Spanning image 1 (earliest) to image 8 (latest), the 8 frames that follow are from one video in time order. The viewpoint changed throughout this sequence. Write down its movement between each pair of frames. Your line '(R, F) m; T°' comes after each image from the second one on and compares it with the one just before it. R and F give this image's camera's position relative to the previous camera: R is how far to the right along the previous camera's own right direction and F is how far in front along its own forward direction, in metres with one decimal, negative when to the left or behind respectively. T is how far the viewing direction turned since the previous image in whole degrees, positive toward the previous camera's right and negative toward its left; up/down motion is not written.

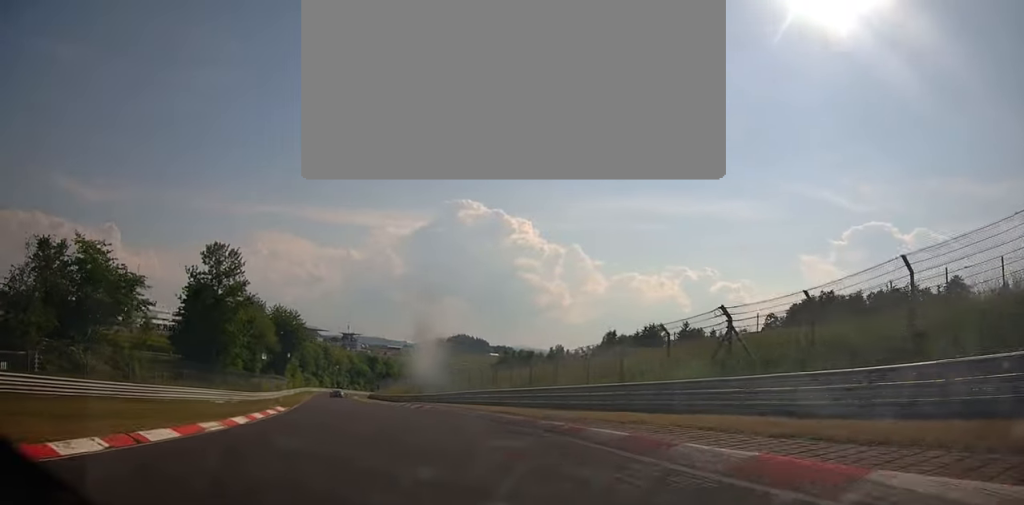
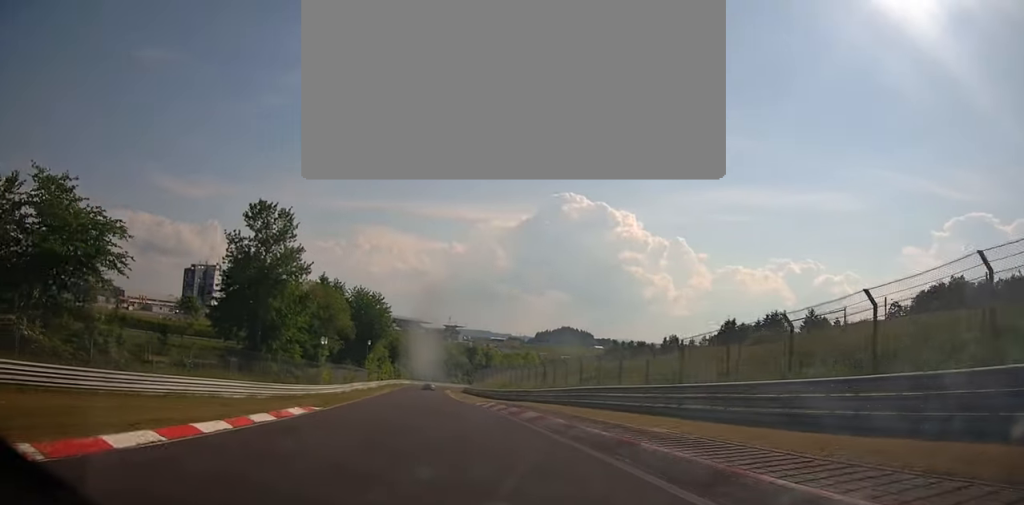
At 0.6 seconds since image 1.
(-0.9, +15.2) m; -4°
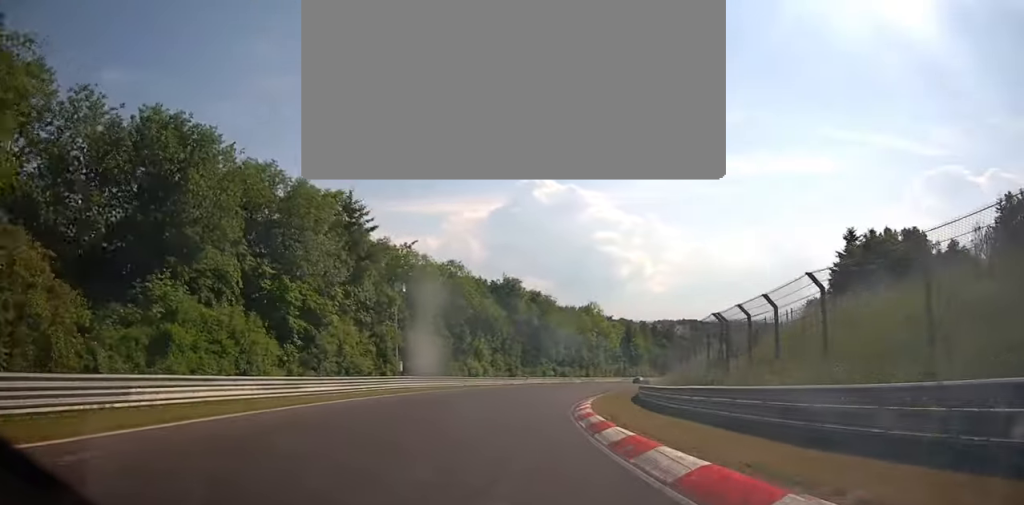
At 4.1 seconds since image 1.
(+1.3, +116.8) m; +11°
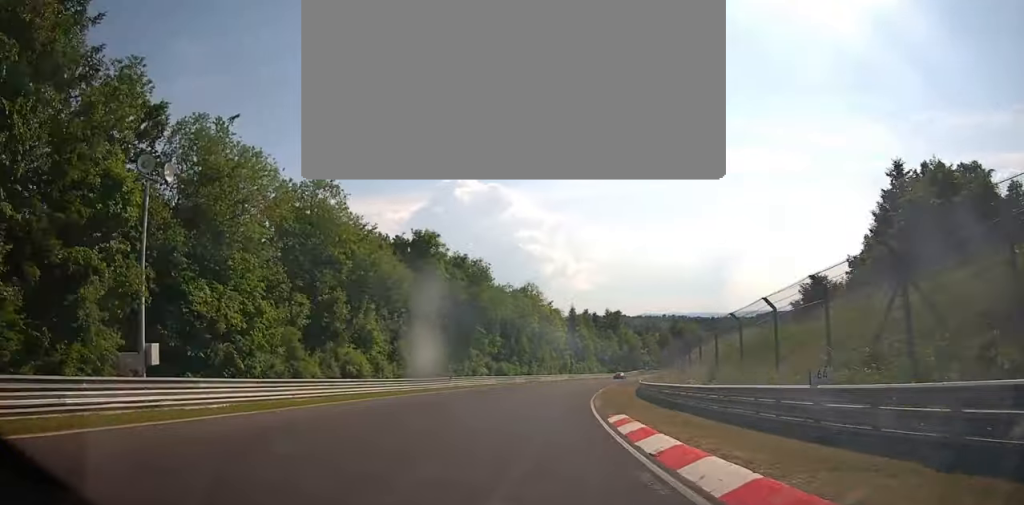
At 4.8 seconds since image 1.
(+2.3, +25.7) m; +7°
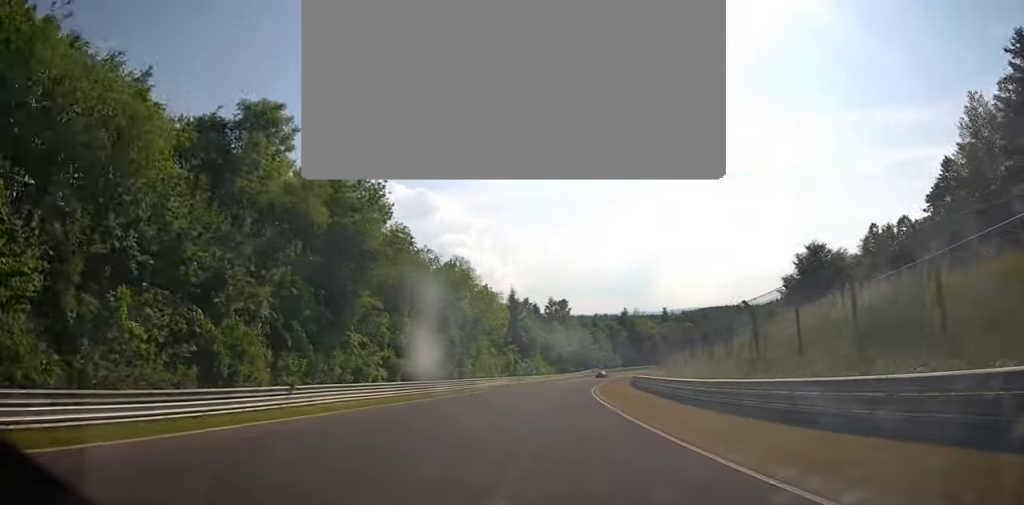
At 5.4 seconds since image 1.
(+1.7, +26.2) m; +7°
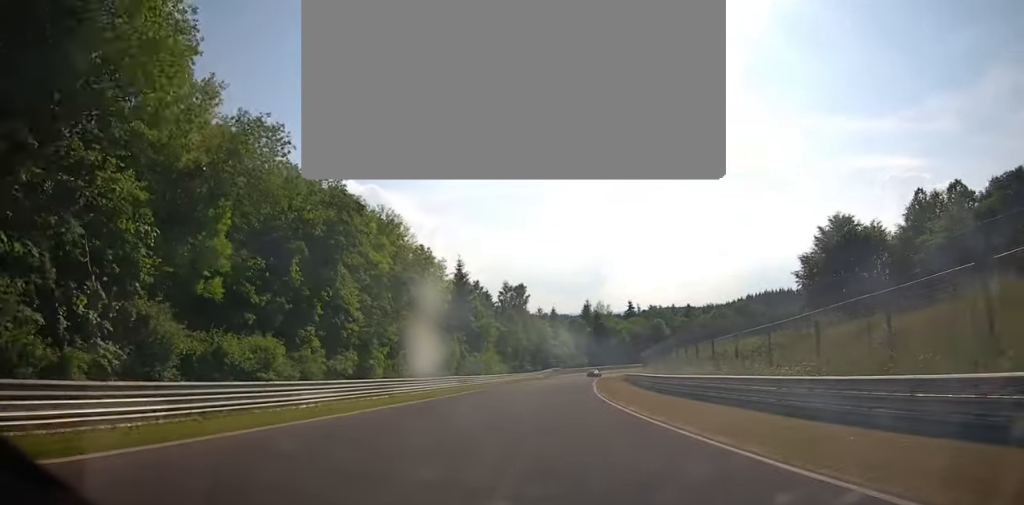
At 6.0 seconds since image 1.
(+0.8, +23.0) m; +6°
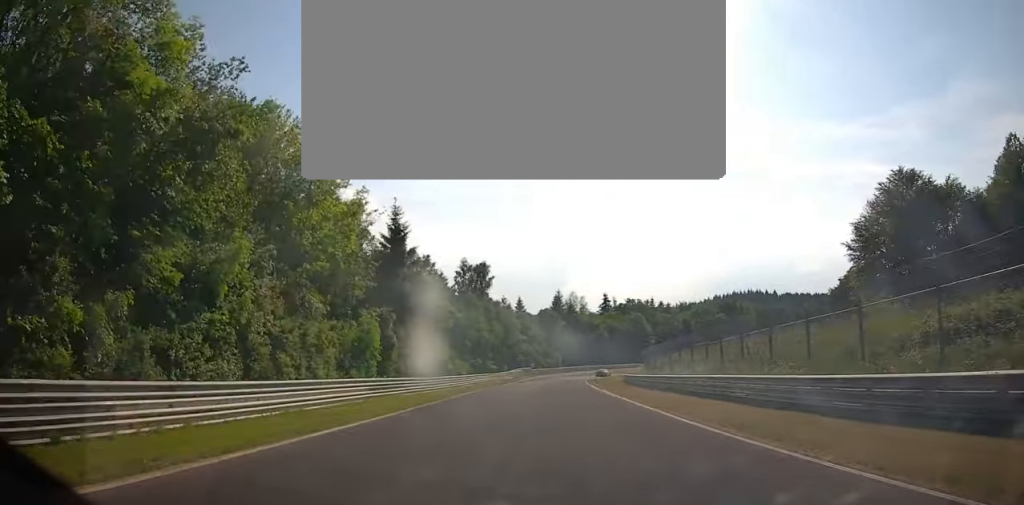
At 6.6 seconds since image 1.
(+1.6, +21.5) m; +5°
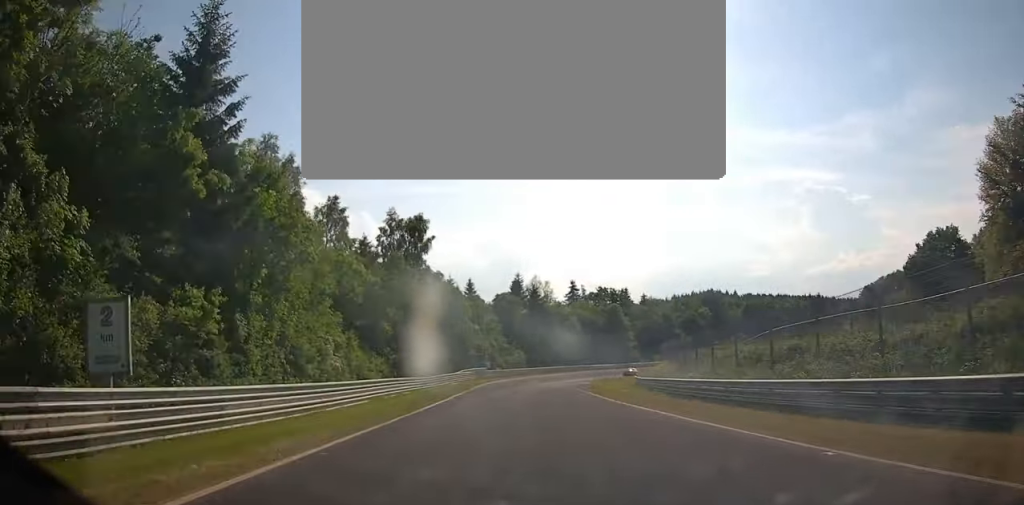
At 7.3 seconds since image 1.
(+1.4, +26.9) m; +6°
